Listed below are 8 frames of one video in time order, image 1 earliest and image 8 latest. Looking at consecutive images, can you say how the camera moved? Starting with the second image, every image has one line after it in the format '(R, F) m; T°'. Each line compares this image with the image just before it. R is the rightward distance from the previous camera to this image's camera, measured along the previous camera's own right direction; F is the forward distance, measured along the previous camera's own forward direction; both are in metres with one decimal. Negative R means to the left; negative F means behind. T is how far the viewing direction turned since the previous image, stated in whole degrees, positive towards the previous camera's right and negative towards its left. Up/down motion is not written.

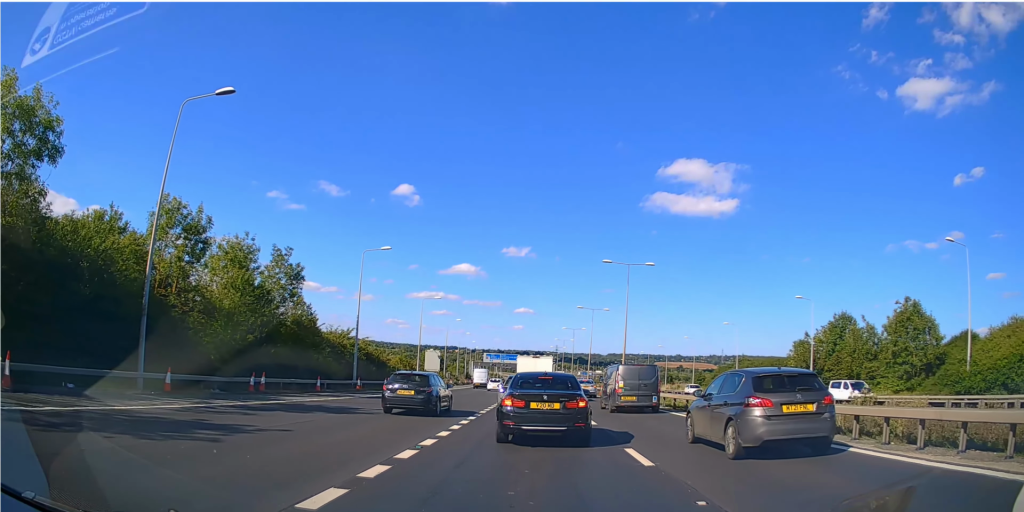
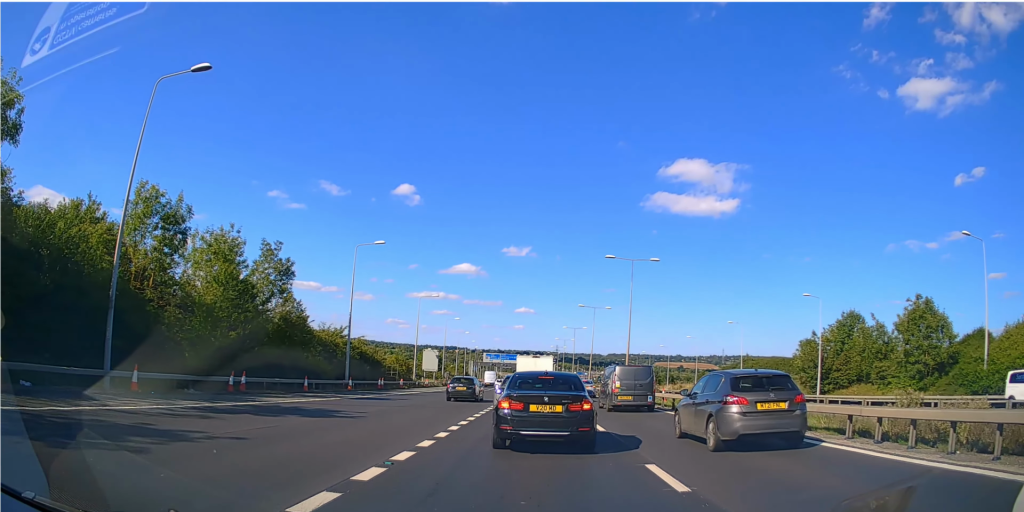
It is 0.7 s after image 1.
(-0.1, +2.0) m; -1°
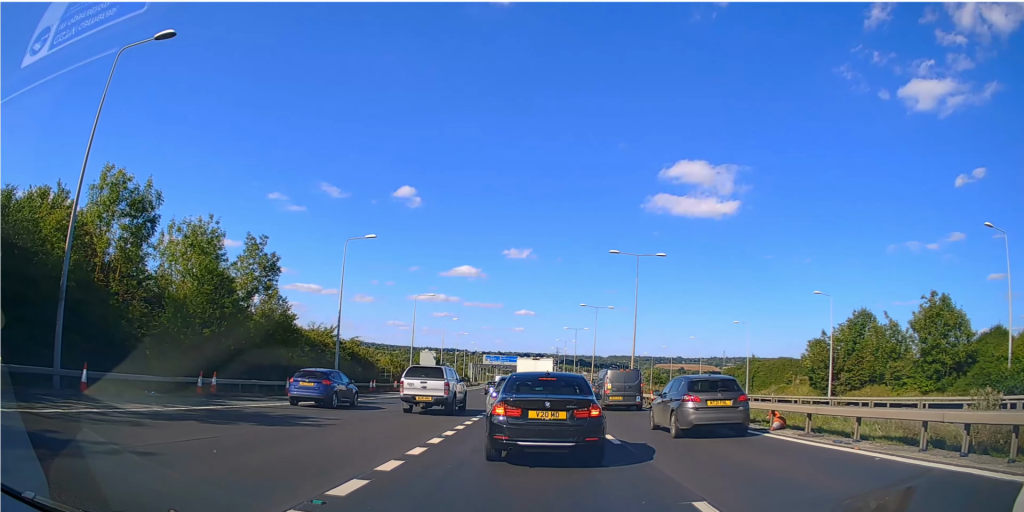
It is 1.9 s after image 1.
(0.0, +2.9) m; 0°
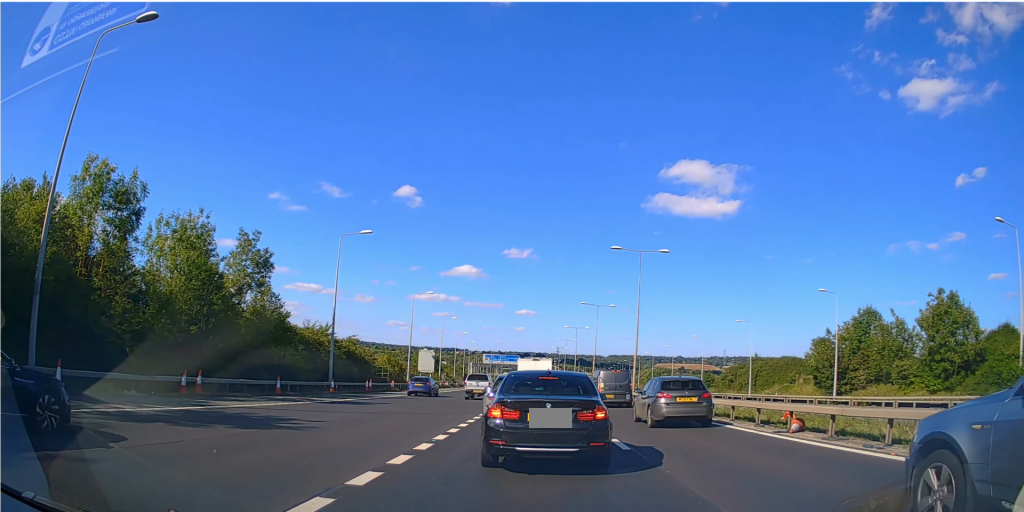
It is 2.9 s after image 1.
(0.0, +1.4) m; 0°
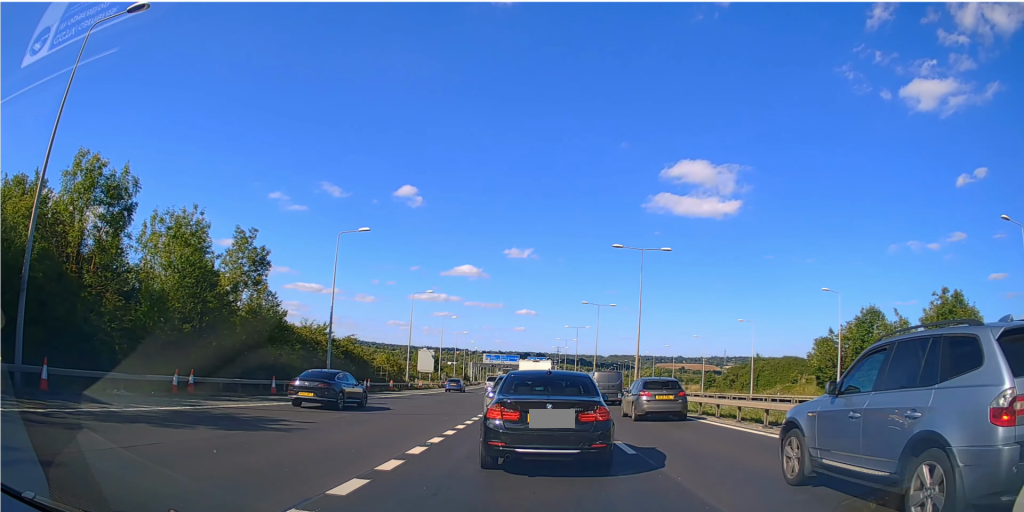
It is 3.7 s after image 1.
(-0.1, +0.8) m; 0°
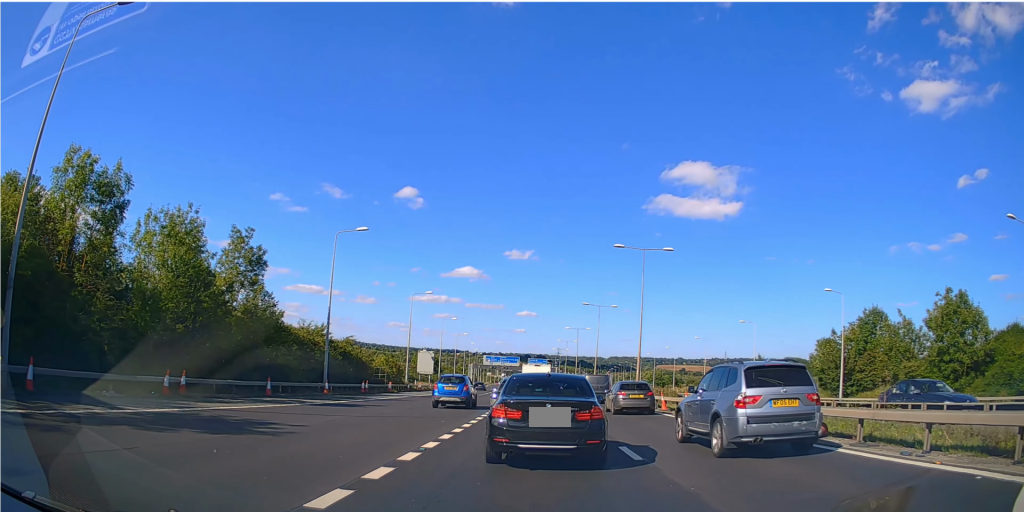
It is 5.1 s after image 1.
(-0.2, +0.8) m; 0°
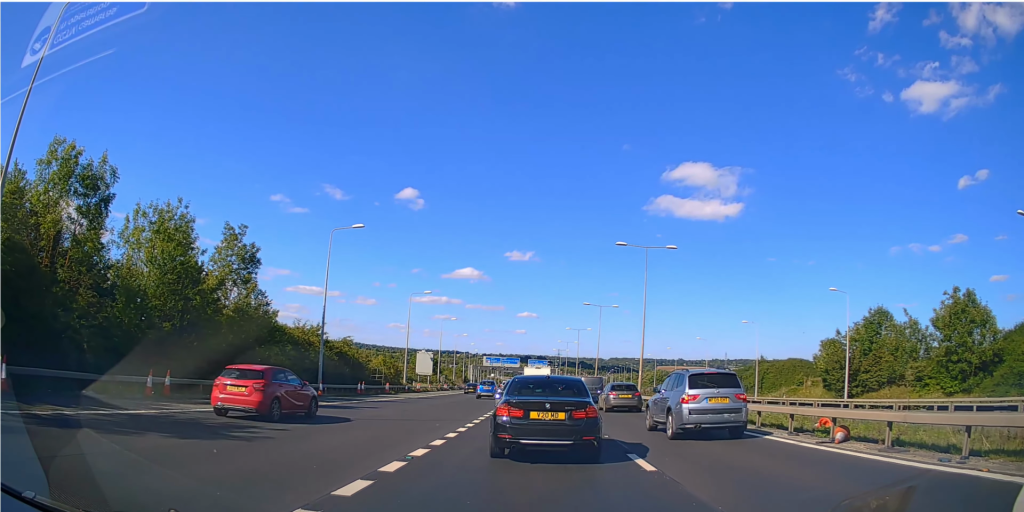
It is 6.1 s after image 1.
(-0.1, +0.4) m; 0°
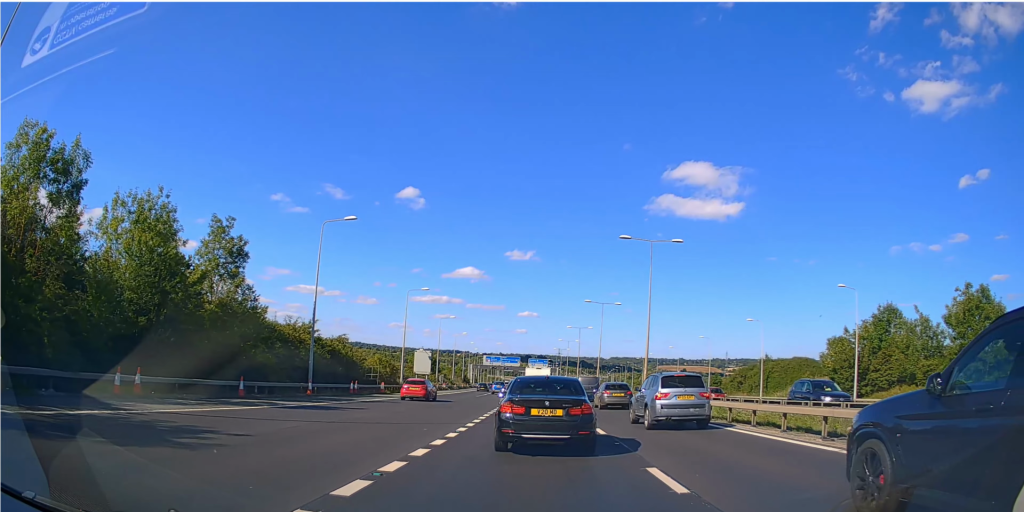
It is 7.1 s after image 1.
(-0.1, +1.0) m; +3°
